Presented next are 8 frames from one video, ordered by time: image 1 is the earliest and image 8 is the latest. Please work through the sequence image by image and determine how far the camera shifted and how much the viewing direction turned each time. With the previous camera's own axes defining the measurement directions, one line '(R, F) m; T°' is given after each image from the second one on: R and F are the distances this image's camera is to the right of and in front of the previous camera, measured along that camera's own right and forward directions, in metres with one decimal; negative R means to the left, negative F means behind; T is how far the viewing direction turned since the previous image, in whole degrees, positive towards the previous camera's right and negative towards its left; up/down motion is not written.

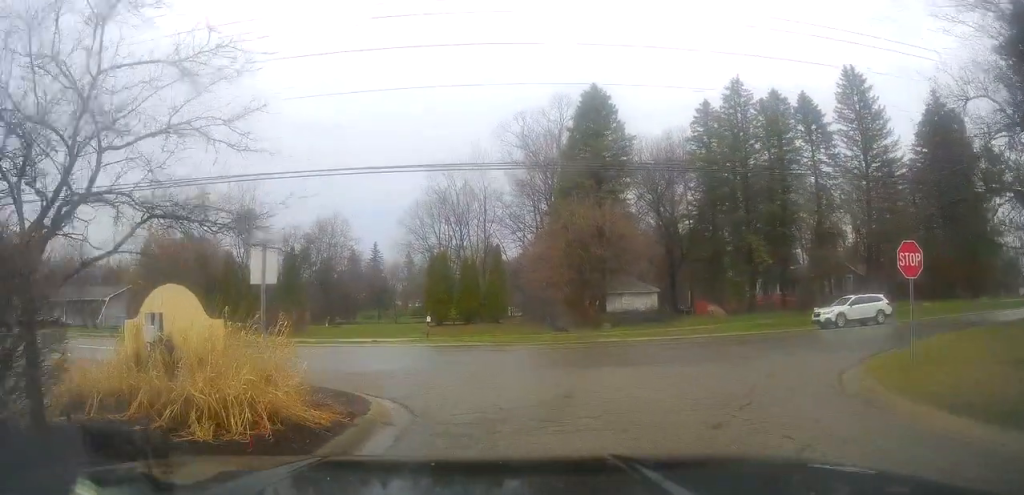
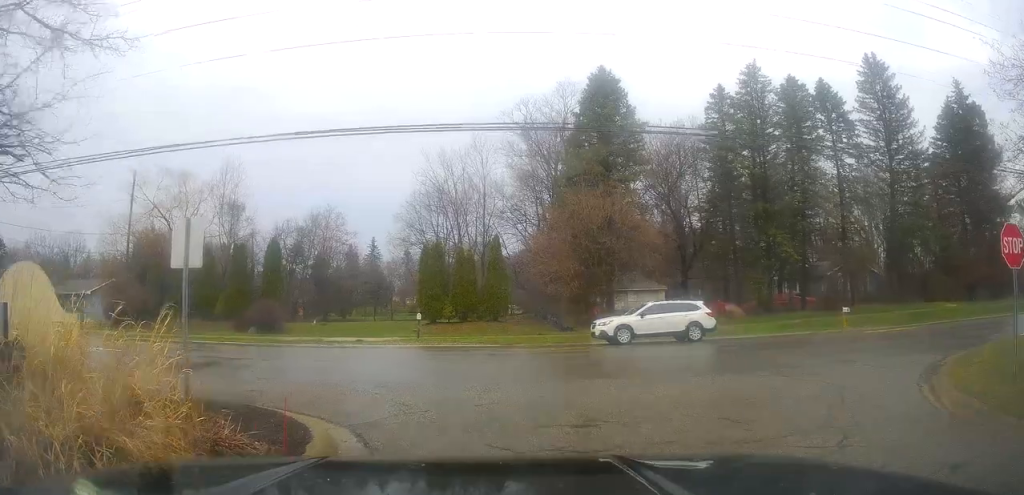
(0.0, +3.4) m; 0°
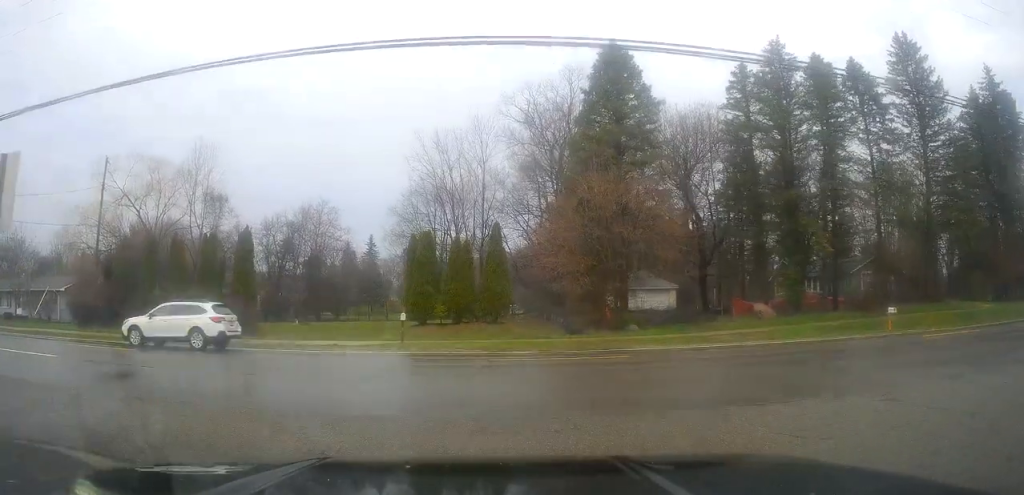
(0.0, +4.6) m; 0°
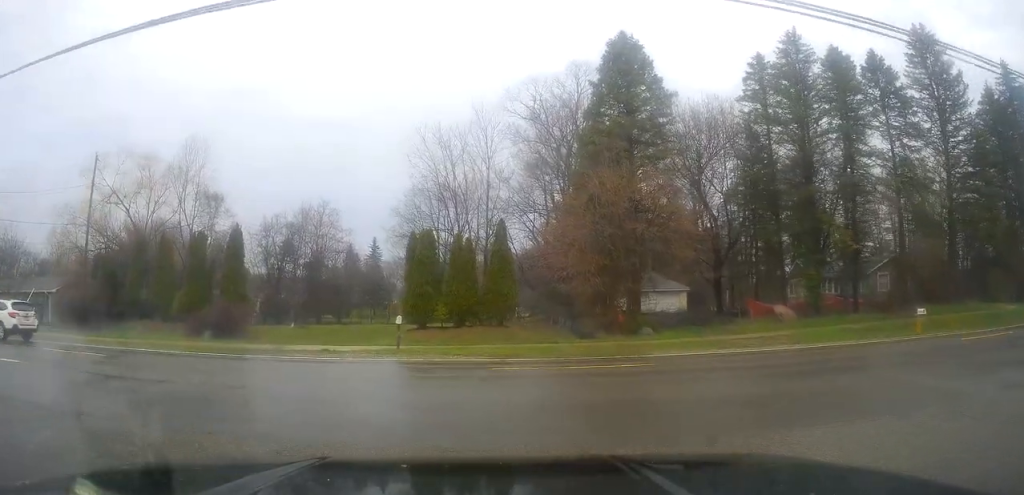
(0.0, +2.2) m; 0°
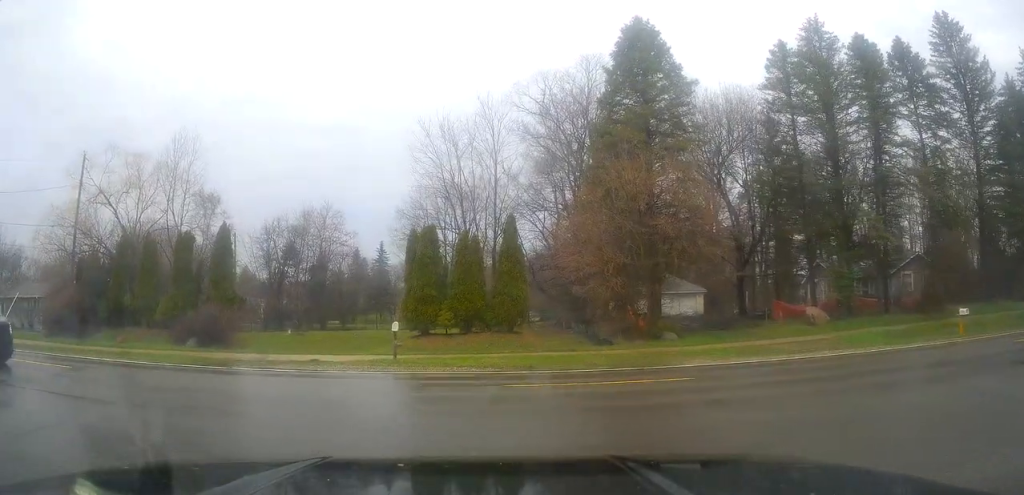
(0.0, +3.2) m; 0°
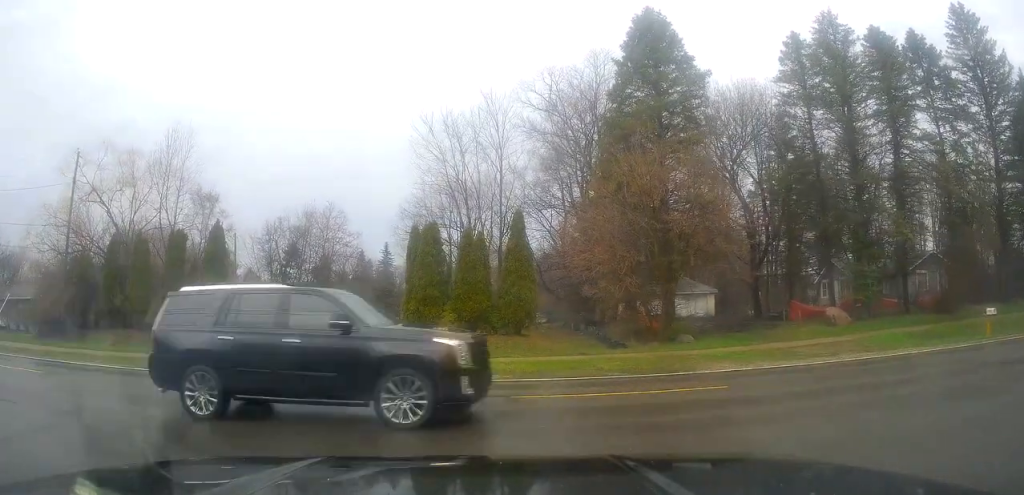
(0.0, +2.1) m; 0°
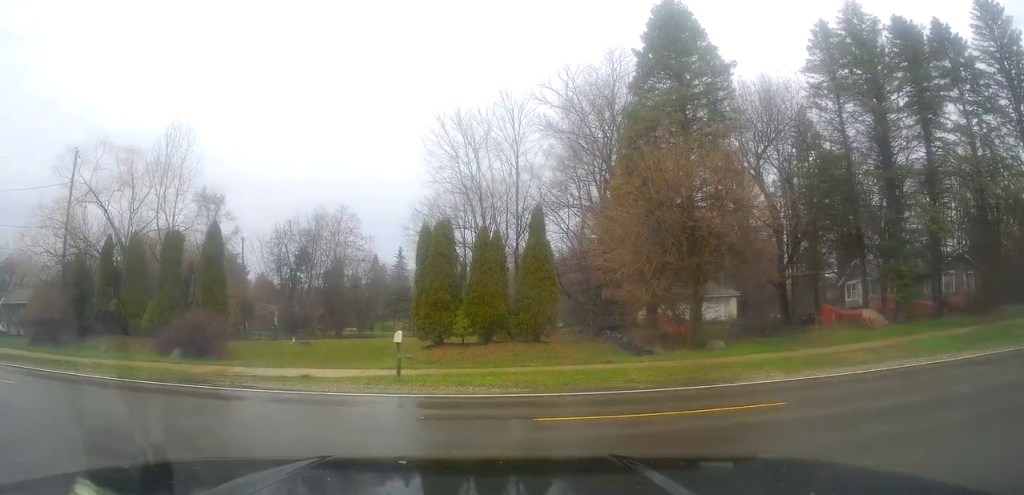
(0.0, +1.9) m; -3°
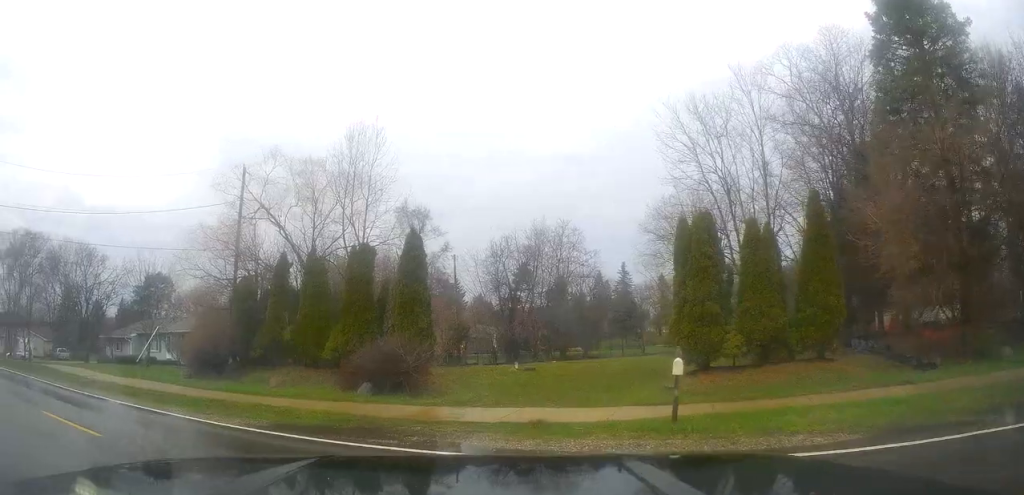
(-1.4, +2.8) m; -41°
